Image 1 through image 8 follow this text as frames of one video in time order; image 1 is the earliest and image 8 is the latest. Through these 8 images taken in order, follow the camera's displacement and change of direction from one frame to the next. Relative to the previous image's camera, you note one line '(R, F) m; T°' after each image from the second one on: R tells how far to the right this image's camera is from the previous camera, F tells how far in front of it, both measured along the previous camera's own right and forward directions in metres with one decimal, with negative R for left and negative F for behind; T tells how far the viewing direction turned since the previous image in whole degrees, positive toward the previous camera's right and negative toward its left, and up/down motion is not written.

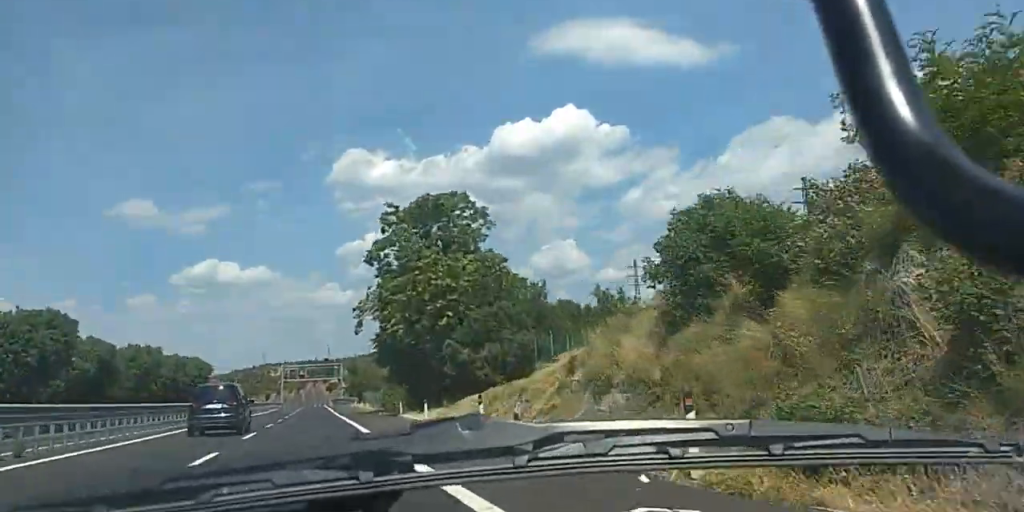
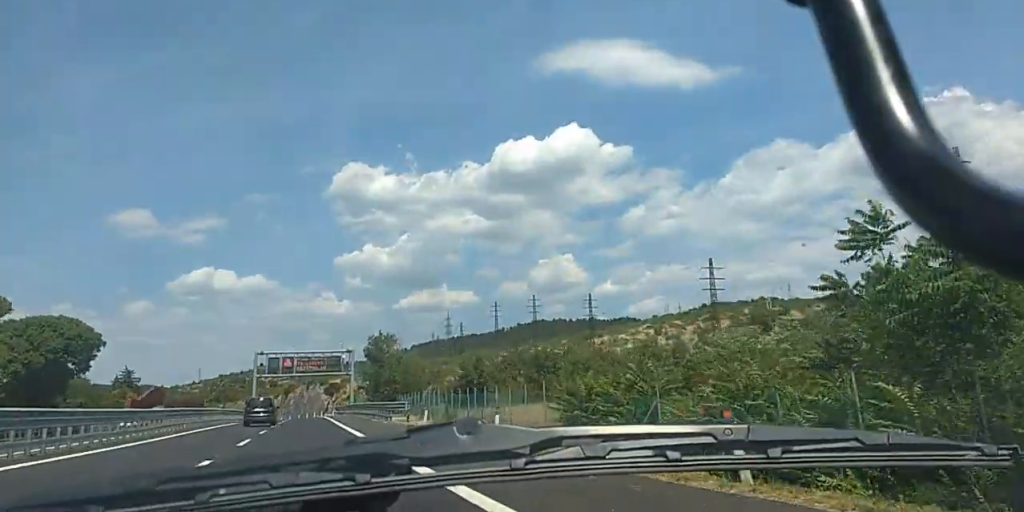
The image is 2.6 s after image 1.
(+0.9, +74.8) m; +1°
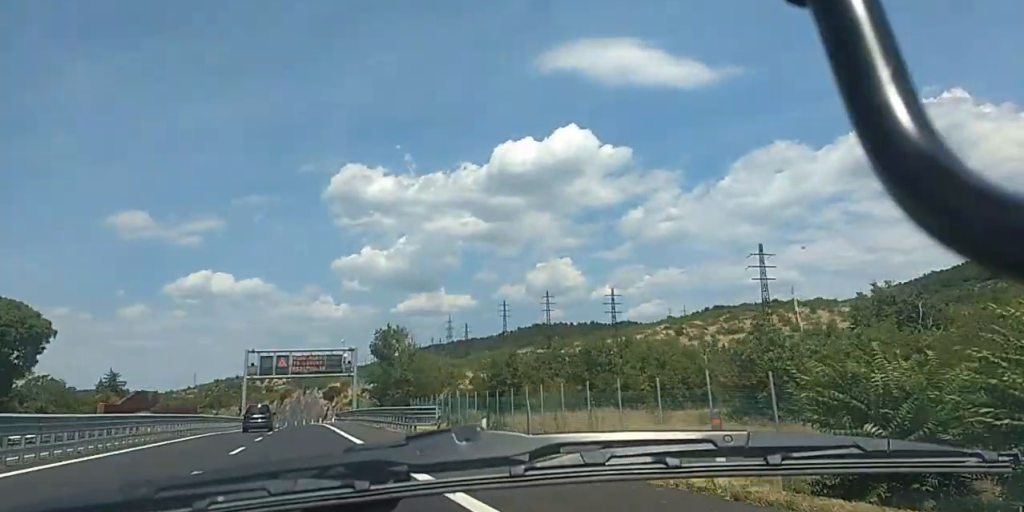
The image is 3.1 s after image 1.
(0.0, +13.6) m; 0°
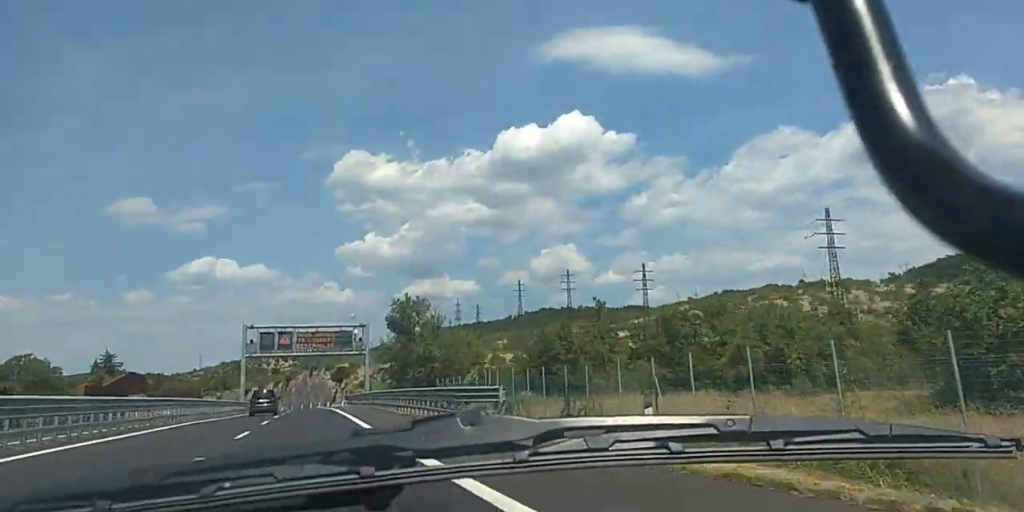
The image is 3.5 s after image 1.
(+0.1, +11.7) m; 0°
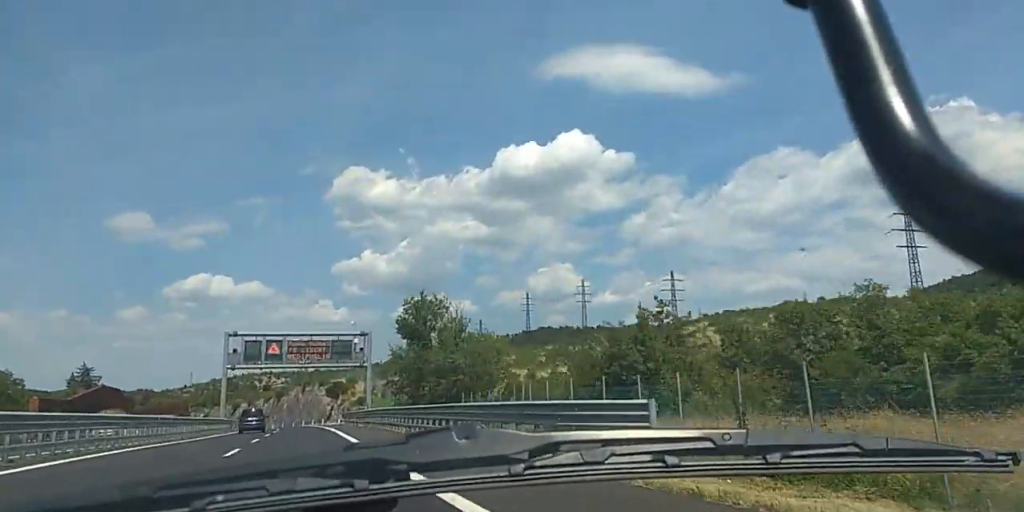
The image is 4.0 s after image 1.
(-0.1, +12.7) m; -2°
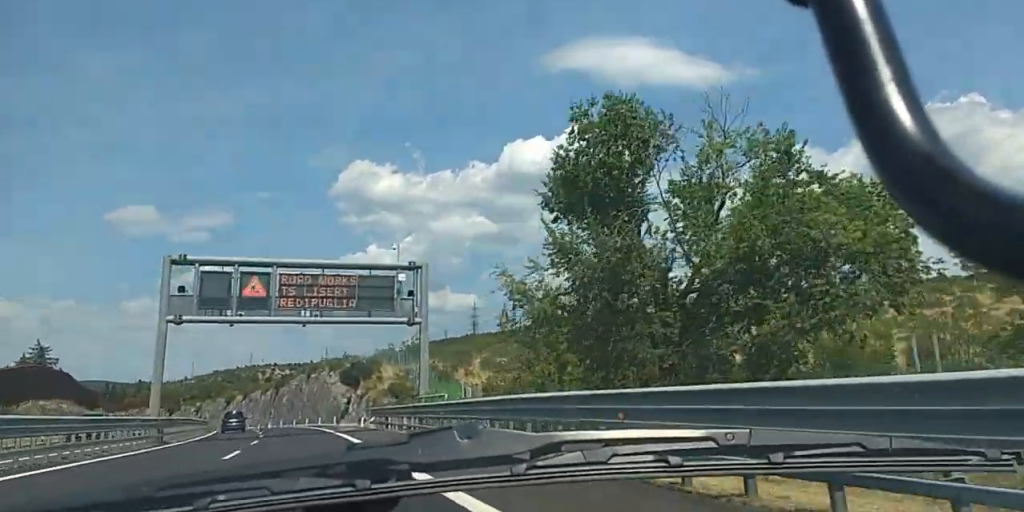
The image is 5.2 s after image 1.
(-2.4, +35.9) m; -7°
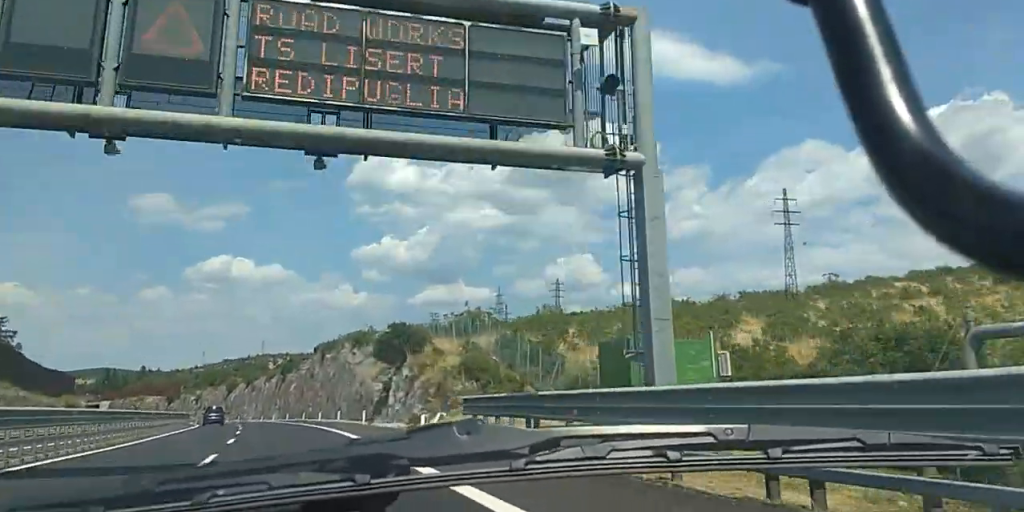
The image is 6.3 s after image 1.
(-0.9, +30.3) m; -2°
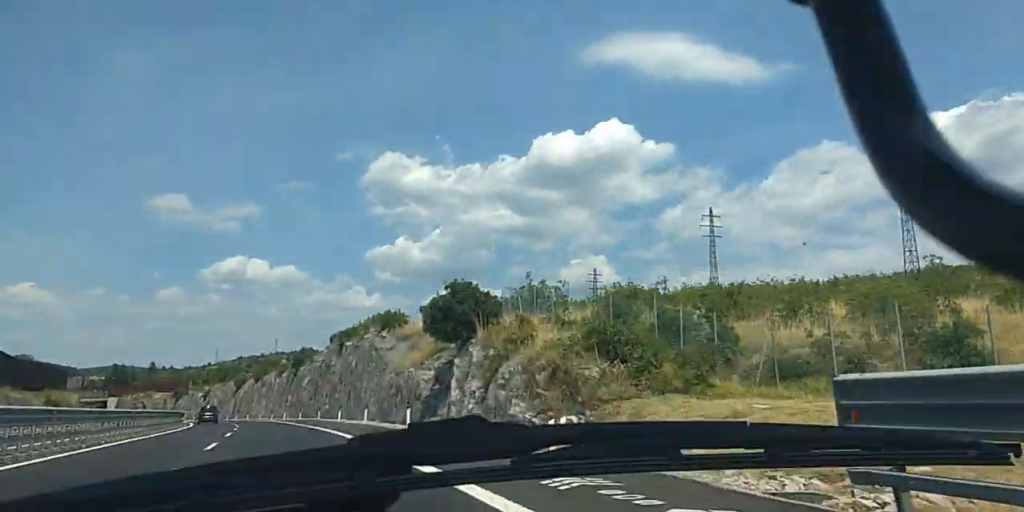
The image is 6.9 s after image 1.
(0.0, +17.6) m; 0°
